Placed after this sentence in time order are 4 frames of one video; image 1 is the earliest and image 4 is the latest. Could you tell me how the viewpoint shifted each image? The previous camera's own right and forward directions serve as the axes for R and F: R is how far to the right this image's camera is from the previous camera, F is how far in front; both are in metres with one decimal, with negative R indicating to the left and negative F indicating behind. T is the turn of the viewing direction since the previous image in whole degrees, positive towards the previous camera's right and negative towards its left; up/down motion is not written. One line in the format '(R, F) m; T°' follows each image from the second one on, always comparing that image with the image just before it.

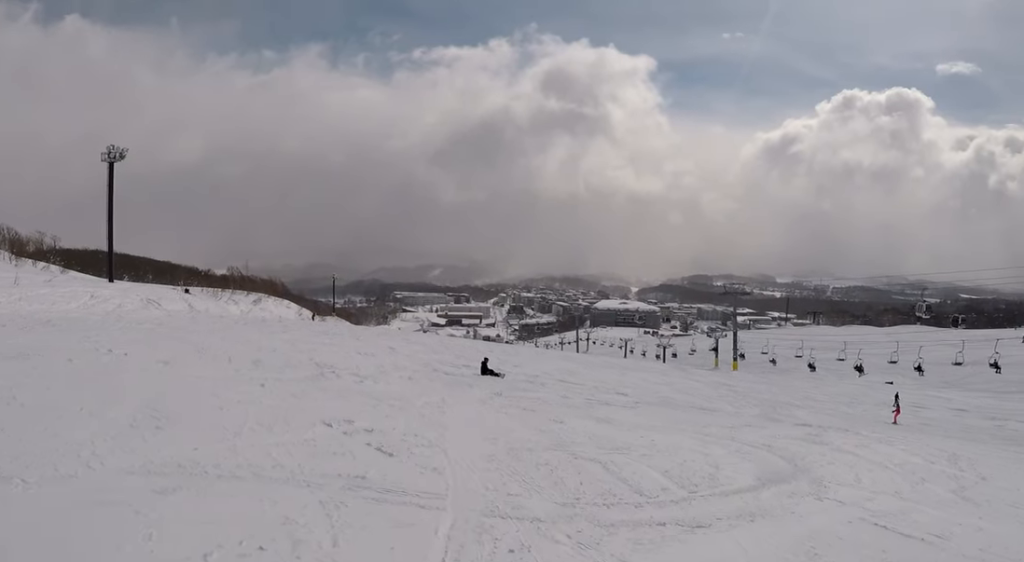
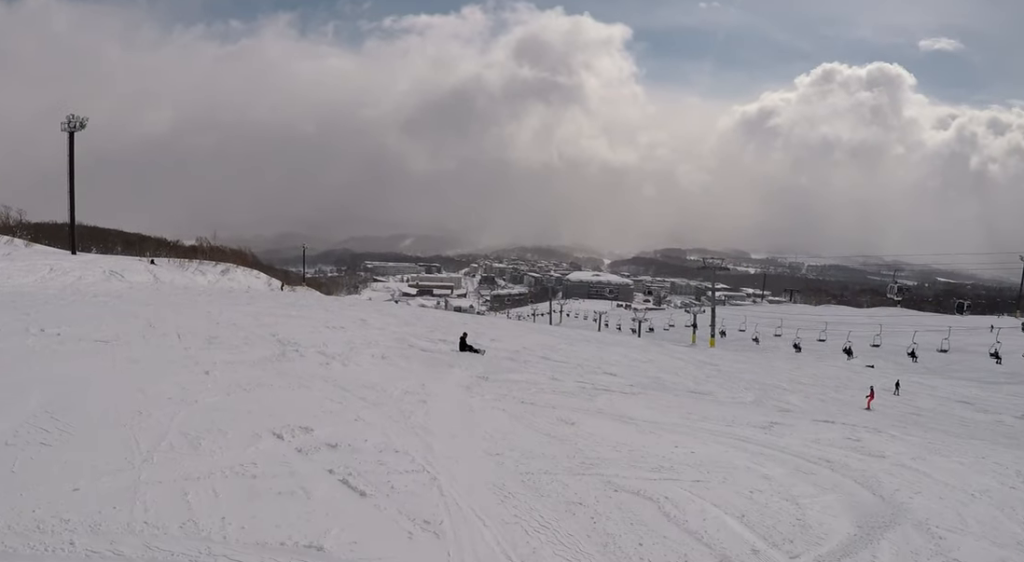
(-0.3, +2.4) m; 0°
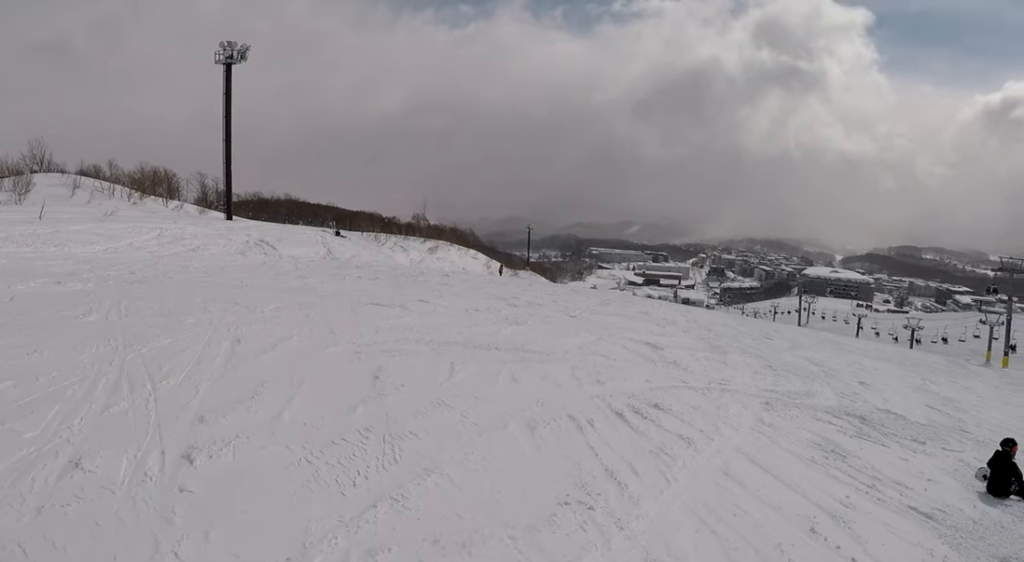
(-4.7, +18.9) m; -35°
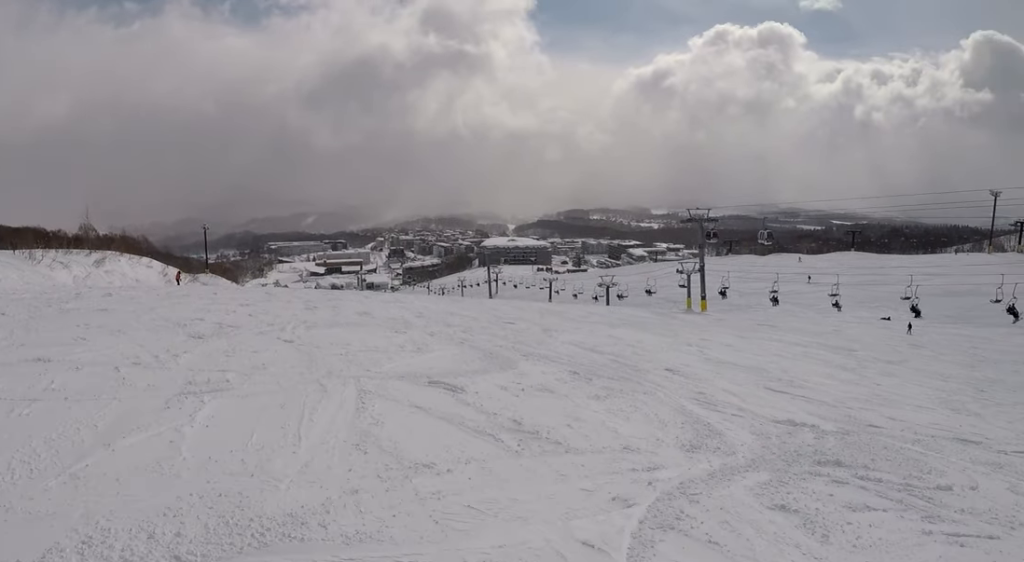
(+1.2, +7.2) m; +34°
